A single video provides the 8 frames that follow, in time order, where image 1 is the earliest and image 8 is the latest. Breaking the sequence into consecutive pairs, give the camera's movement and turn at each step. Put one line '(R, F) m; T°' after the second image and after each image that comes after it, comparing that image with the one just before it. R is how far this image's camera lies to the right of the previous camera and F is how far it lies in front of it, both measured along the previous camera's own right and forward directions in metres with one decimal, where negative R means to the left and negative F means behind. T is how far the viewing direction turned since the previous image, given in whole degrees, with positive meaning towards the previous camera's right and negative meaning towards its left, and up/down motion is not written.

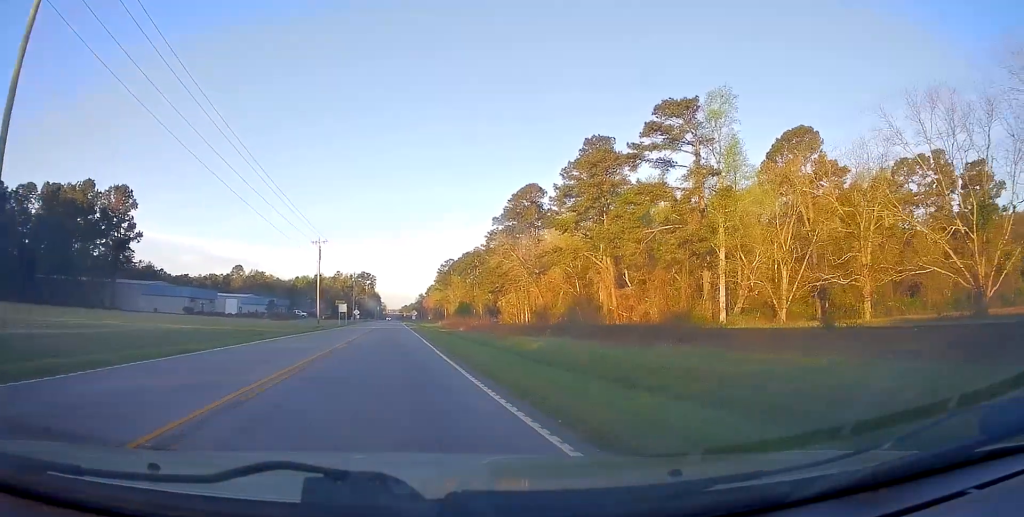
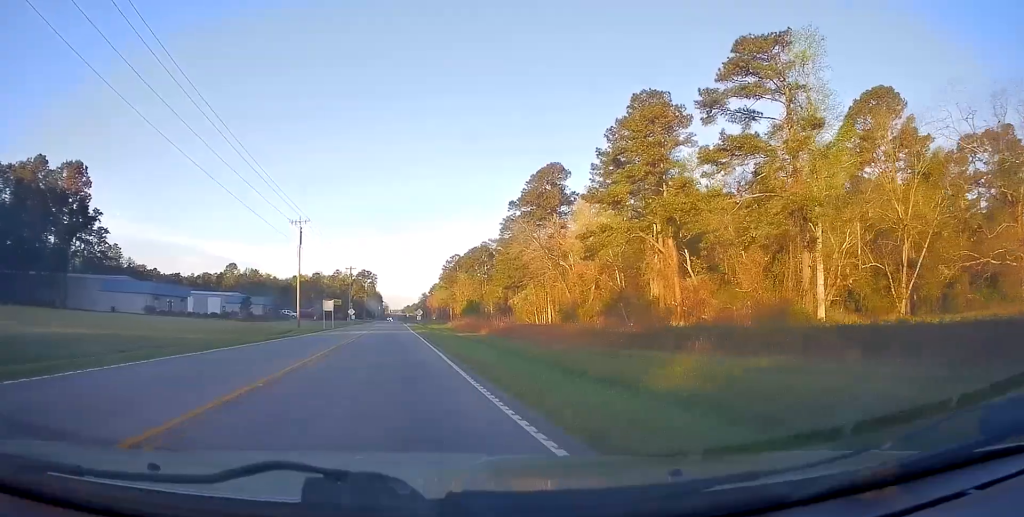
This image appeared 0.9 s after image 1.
(+0.3, +16.8) m; +1°
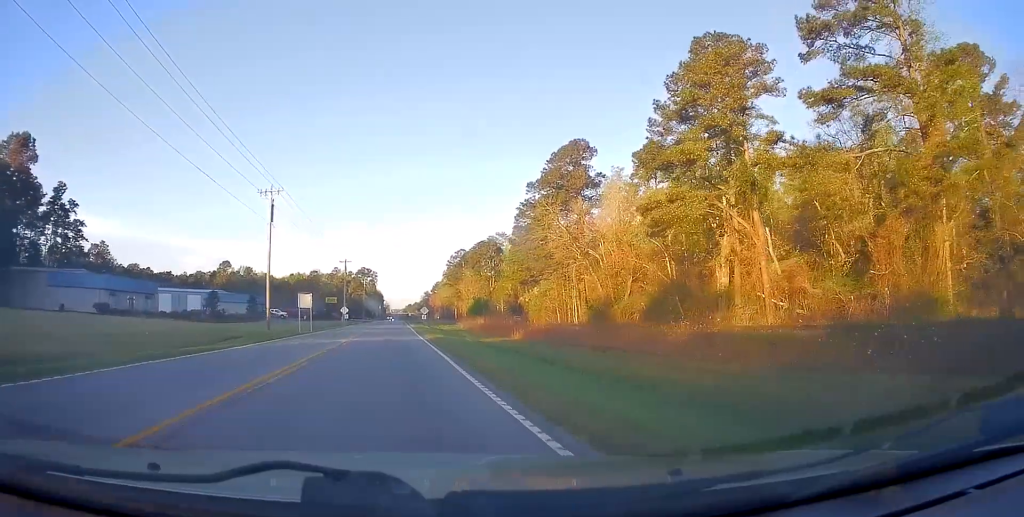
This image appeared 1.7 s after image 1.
(+0.1, +14.9) m; 0°
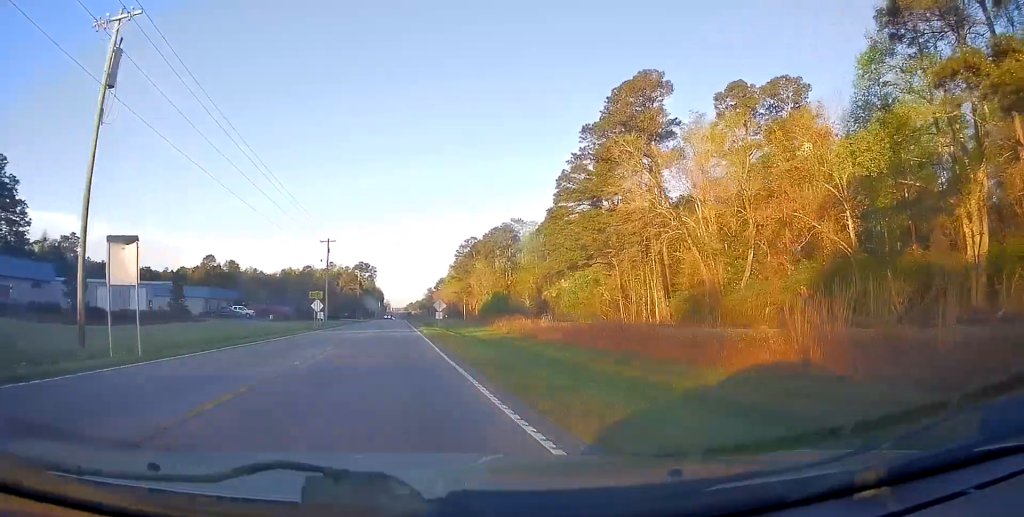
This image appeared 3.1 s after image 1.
(-0.2, +29.6) m; -1°
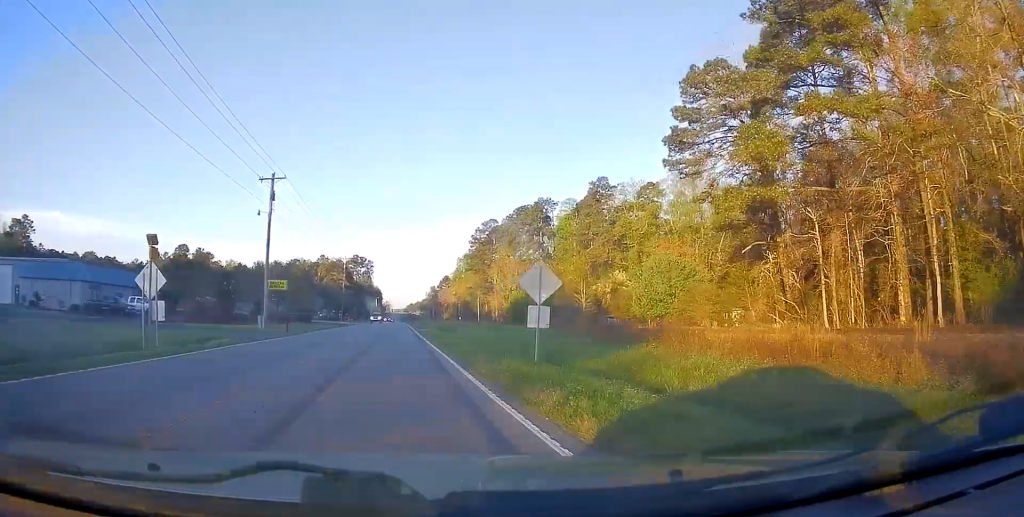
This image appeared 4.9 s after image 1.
(-0.3, +39.8) m; 0°
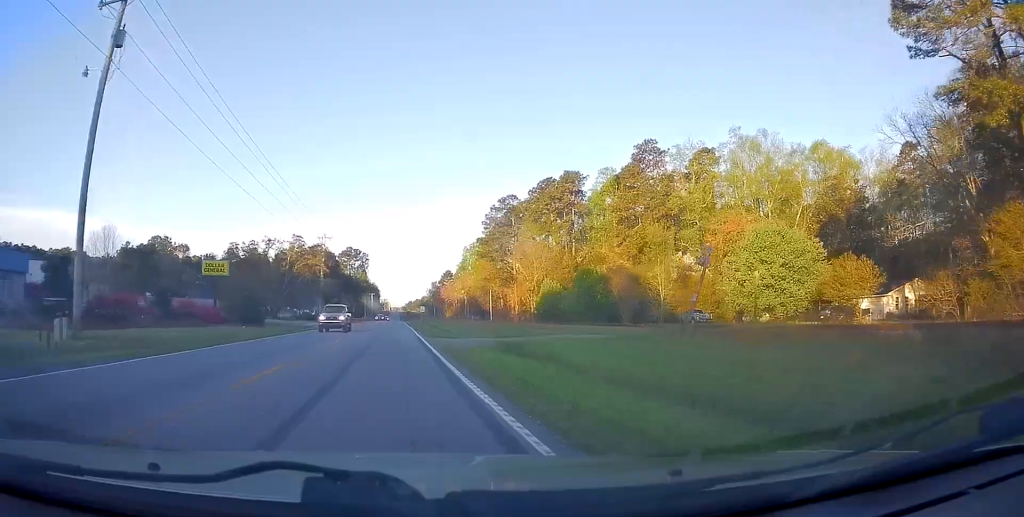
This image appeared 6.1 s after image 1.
(+0.2, +28.6) m; 0°
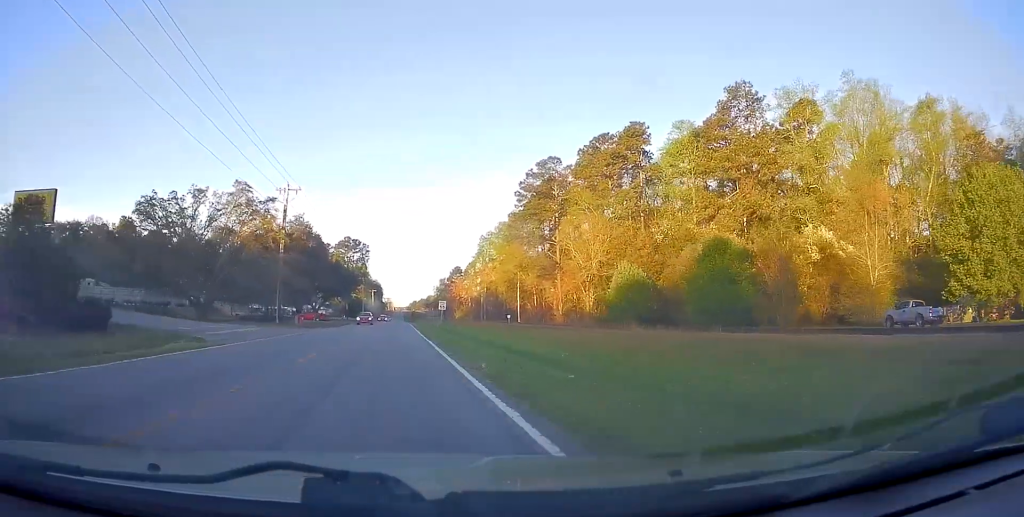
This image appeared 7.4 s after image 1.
(-0.2, +31.4) m; 0°
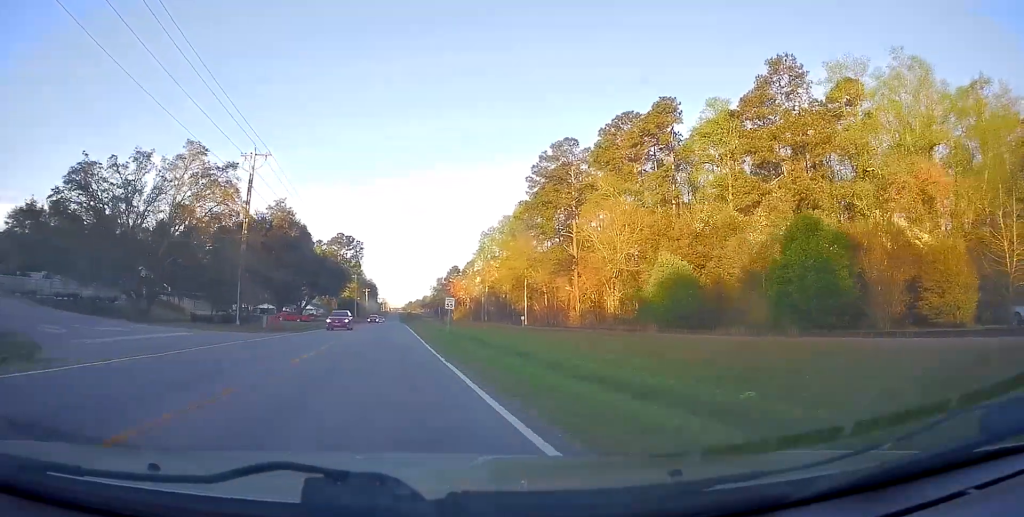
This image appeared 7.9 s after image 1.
(0.0, +11.6) m; 0°
